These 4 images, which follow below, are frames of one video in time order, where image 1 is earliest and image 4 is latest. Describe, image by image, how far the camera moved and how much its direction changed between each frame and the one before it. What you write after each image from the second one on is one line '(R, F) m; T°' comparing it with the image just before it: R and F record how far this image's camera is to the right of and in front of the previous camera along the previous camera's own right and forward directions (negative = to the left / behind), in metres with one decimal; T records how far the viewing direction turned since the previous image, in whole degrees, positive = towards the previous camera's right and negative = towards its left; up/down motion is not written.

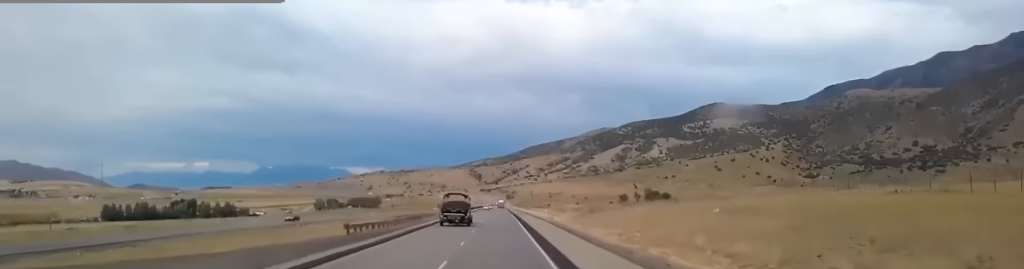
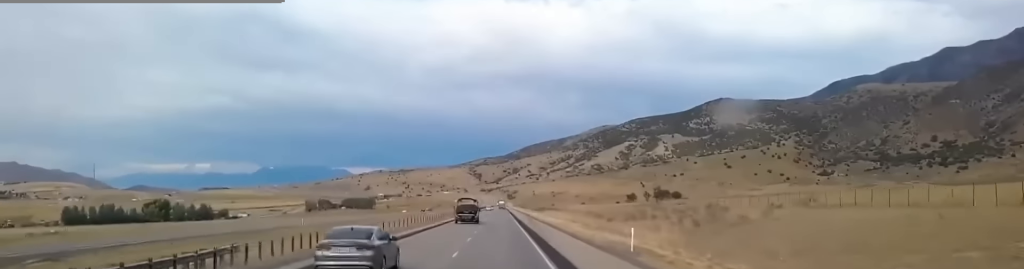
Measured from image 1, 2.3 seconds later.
(0.0, +72.2) m; 0°
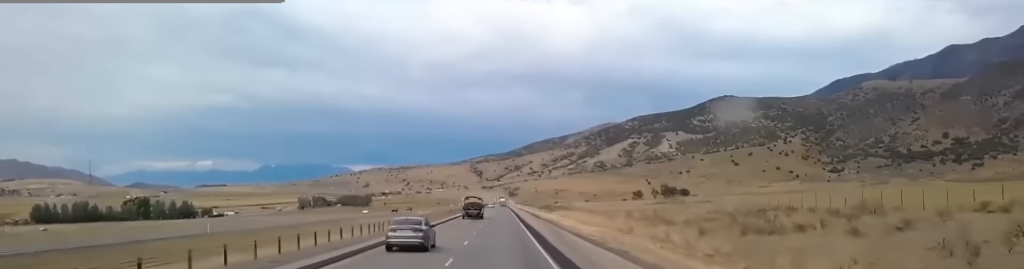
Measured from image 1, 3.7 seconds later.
(-0.1, +46.2) m; 0°
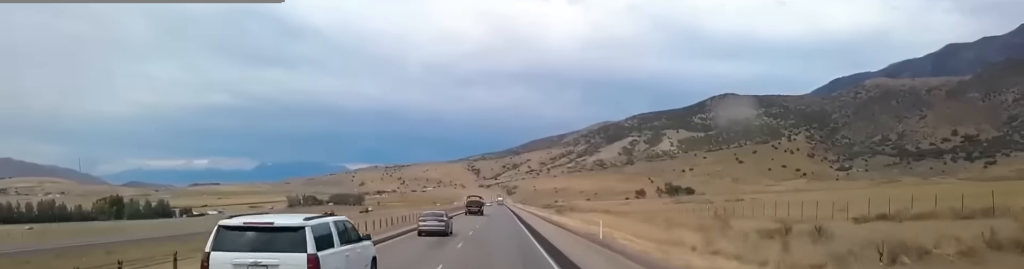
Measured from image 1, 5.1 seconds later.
(-0.2, +41.9) m; 0°
